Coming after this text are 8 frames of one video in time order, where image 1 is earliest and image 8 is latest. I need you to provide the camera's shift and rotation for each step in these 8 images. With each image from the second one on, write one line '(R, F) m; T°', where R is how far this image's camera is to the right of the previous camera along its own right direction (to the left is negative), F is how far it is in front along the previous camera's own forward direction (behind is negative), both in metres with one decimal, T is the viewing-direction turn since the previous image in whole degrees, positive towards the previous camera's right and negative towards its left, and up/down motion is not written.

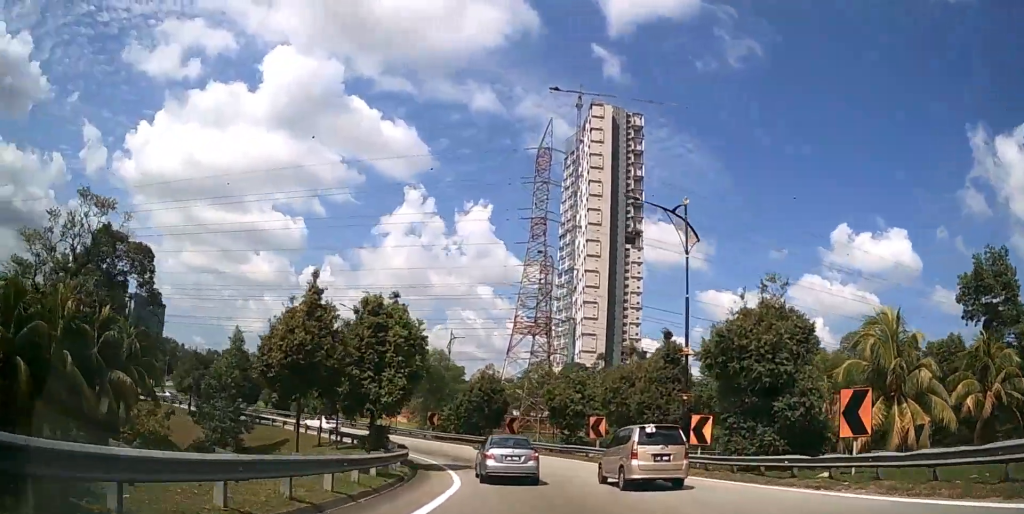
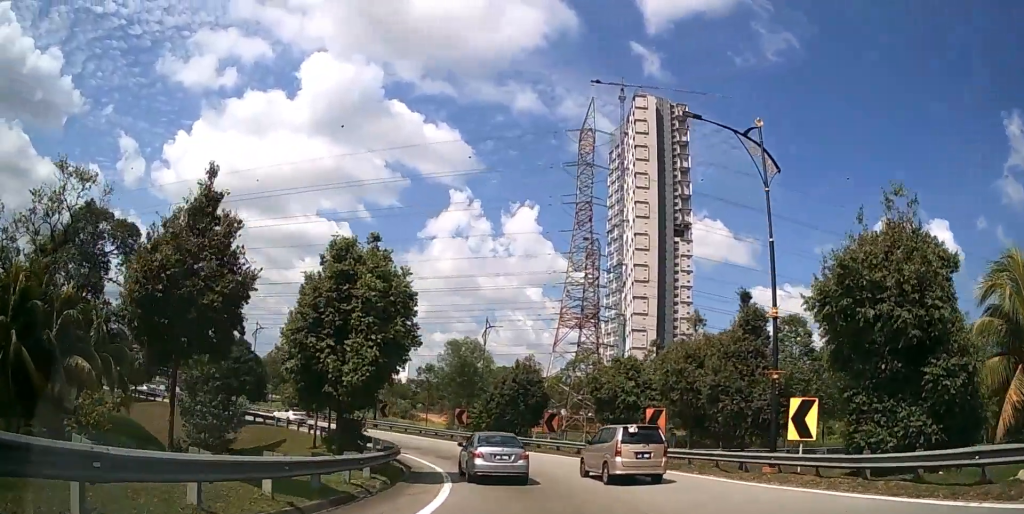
(-0.3, +7.0) m; -5°
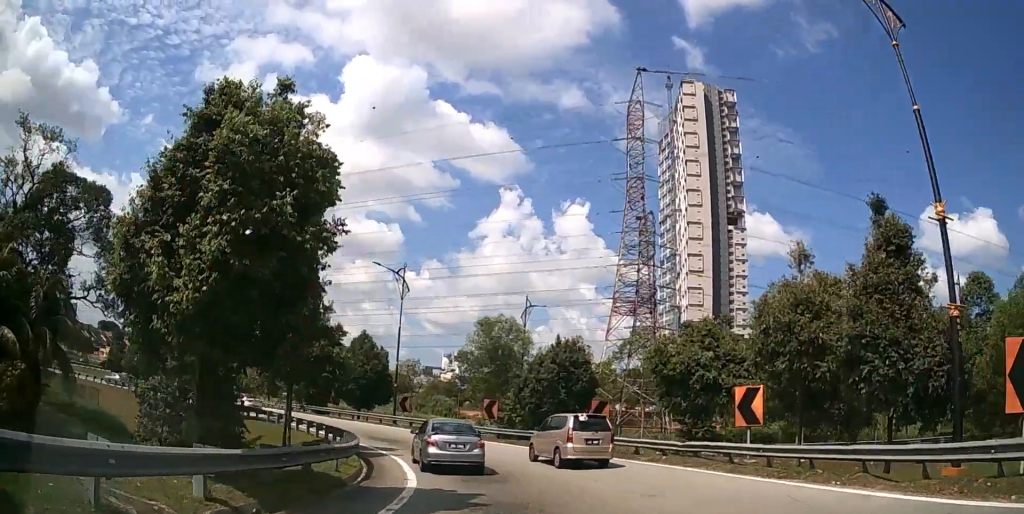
(-0.4, +8.0) m; -6°
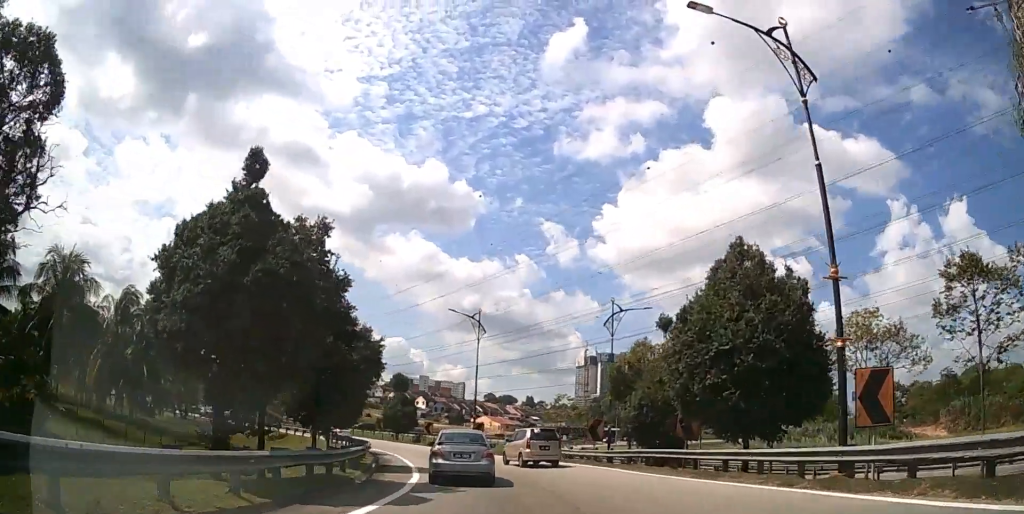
(-10.2, +29.5) m; -45°
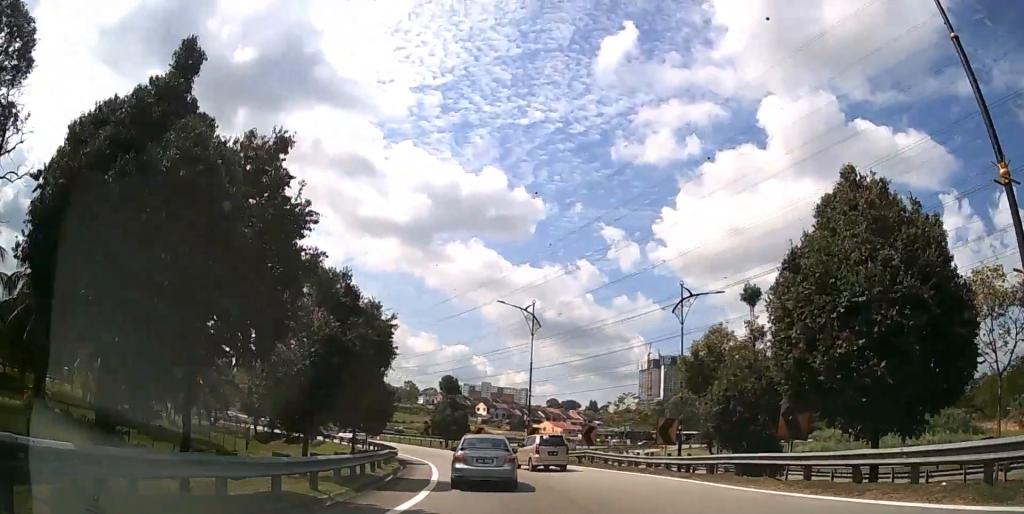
(-0.4, +5.6) m; -8°
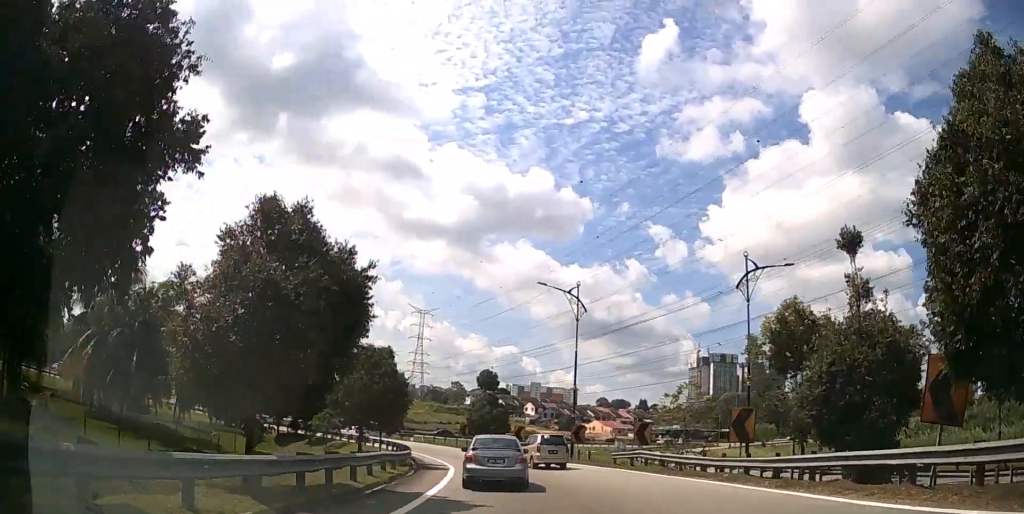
(-0.6, +5.2) m; -4°
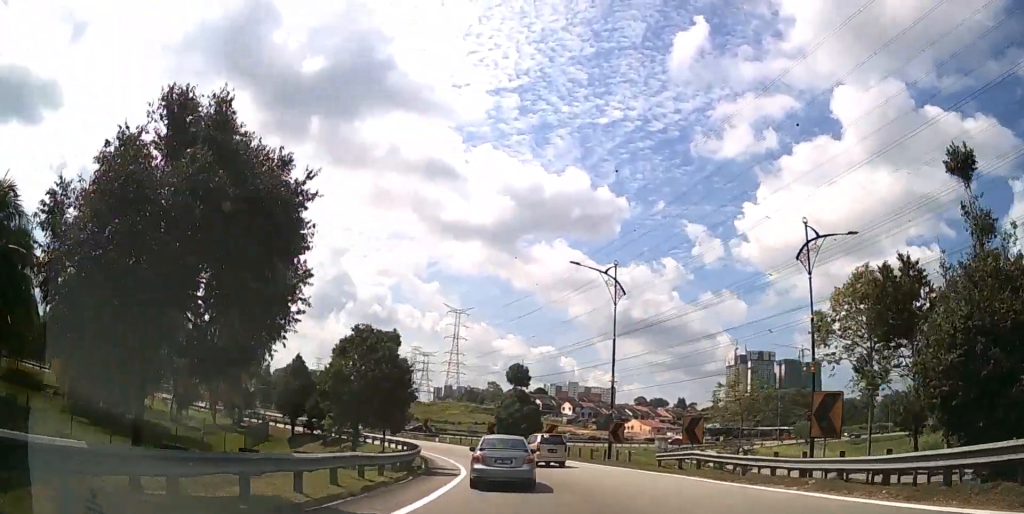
(-0.2, +4.9) m; -3°
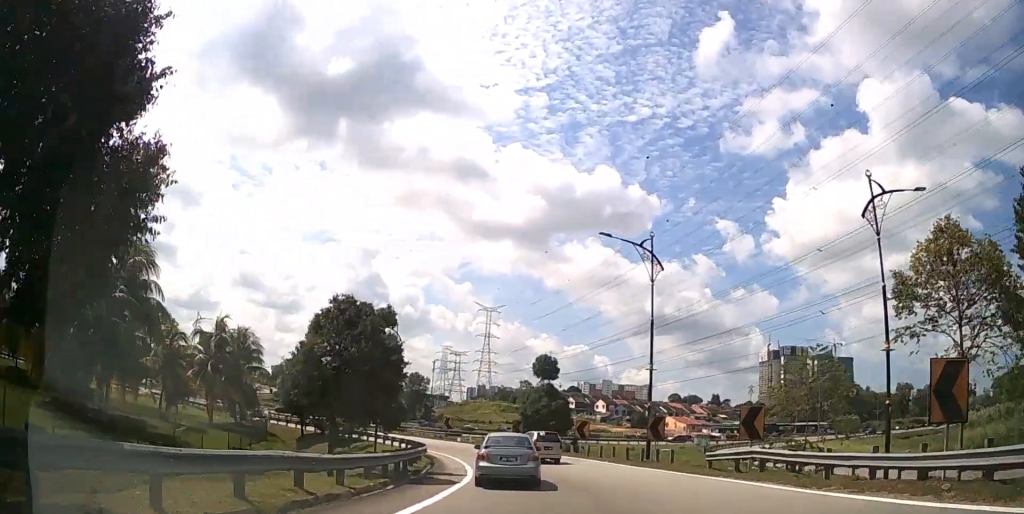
(0.0, +5.3) m; -2°
